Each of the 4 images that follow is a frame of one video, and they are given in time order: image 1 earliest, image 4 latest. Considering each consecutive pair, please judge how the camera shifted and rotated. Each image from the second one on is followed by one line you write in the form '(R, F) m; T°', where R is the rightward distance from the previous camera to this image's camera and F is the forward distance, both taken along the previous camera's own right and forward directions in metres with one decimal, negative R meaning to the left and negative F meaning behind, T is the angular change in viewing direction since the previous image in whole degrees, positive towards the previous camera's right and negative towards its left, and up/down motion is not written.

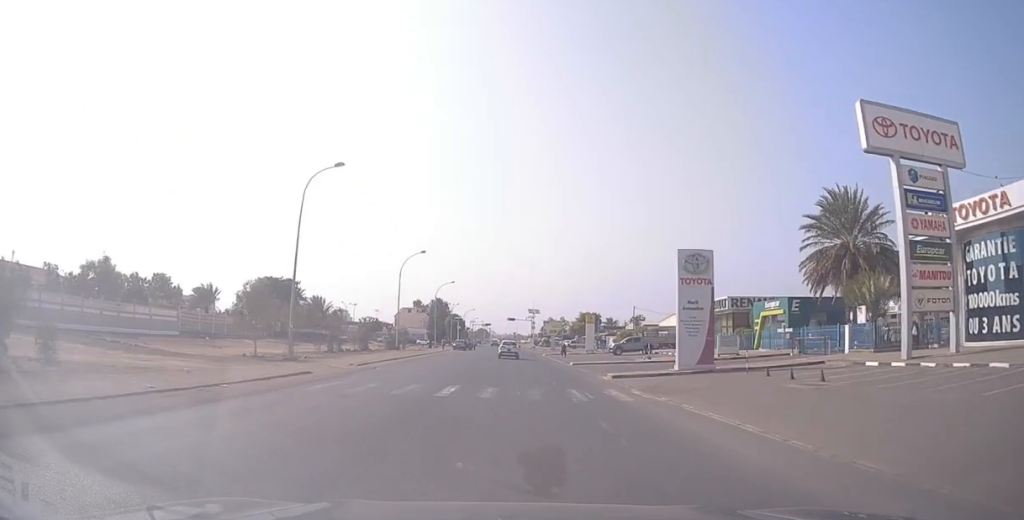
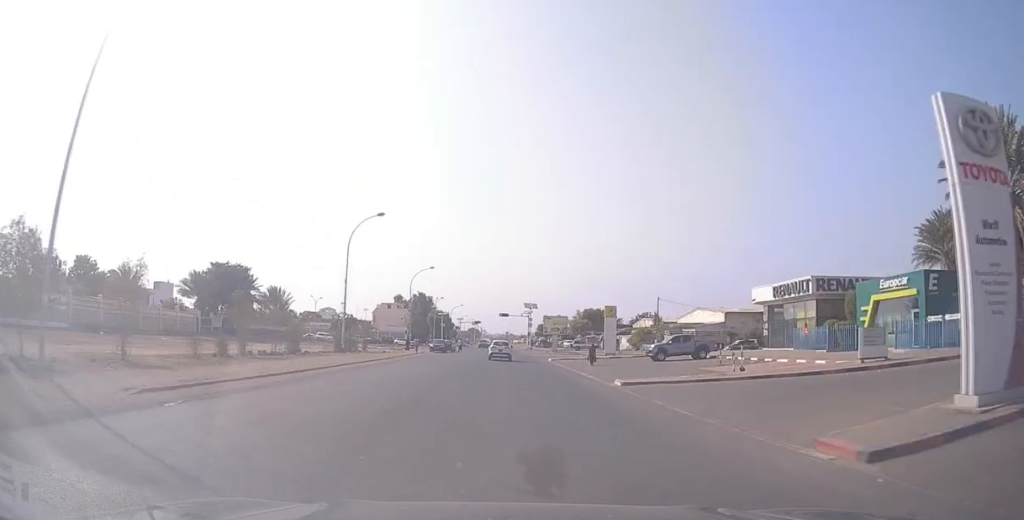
(+0.2, +20.2) m; -1°
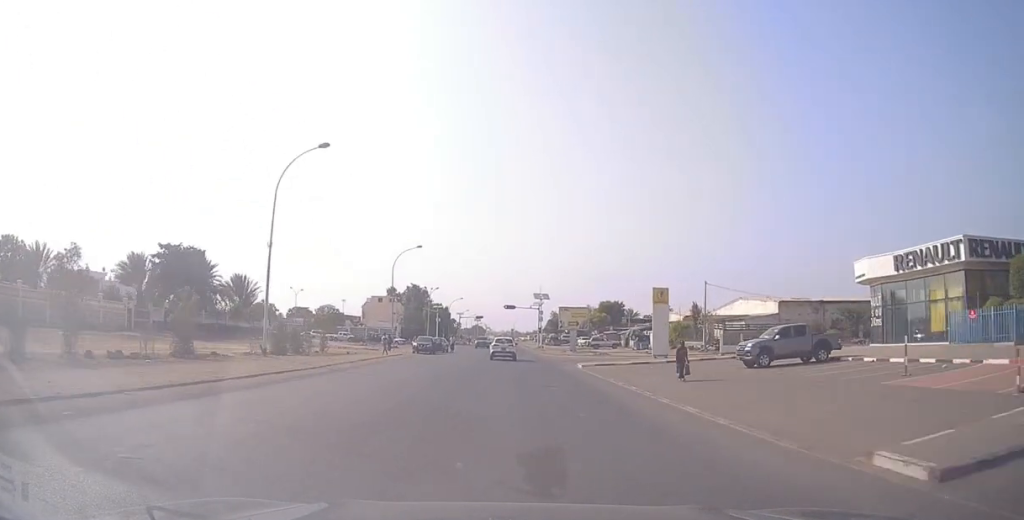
(-0.6, +16.7) m; -2°
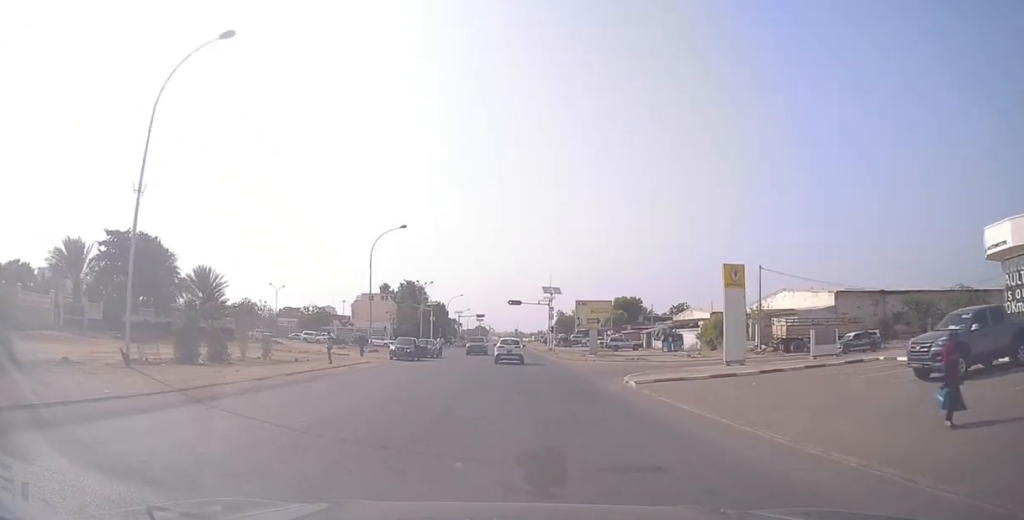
(+0.2, +12.2) m; +2°
